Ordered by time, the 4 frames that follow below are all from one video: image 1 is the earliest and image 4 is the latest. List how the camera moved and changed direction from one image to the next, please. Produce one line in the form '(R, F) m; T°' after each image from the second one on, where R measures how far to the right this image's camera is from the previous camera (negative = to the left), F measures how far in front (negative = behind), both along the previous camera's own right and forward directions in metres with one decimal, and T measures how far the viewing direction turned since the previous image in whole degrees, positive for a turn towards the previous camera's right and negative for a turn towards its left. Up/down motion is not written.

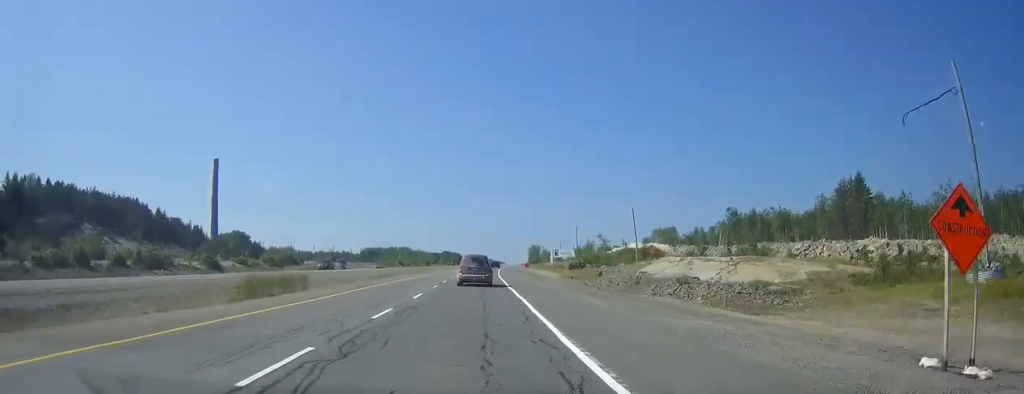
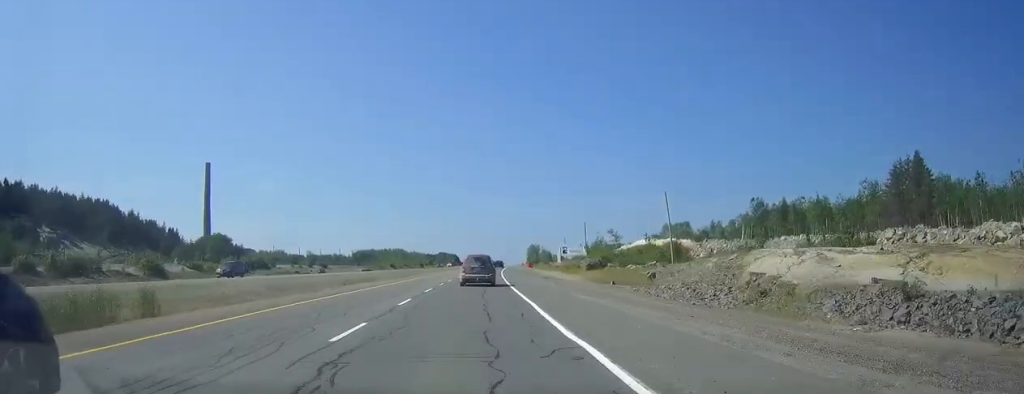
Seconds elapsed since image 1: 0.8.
(0.0, +21.3) m; 0°
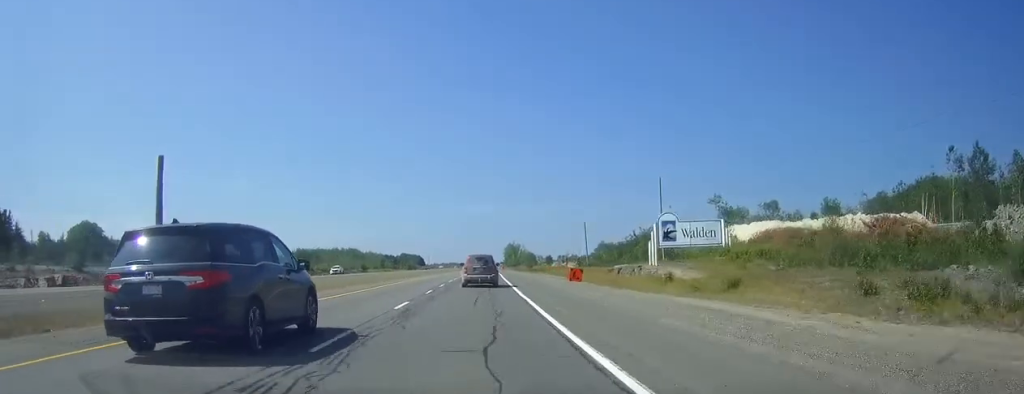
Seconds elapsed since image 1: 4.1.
(+1.3, +94.4) m; +2°
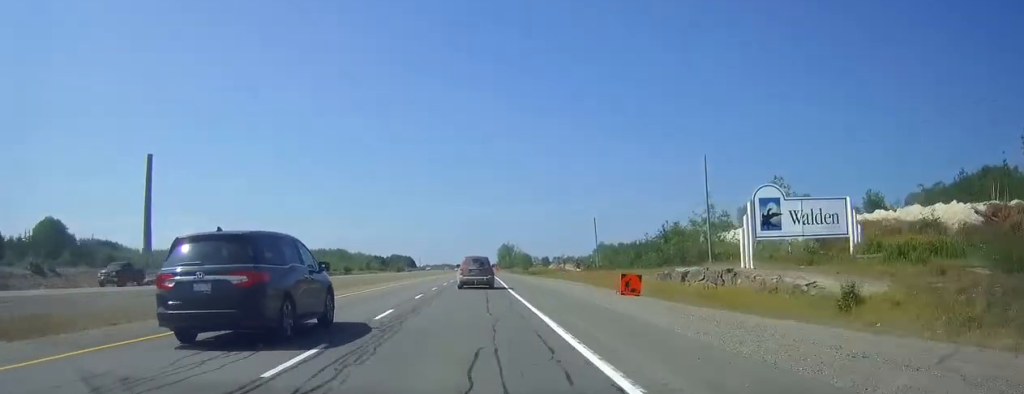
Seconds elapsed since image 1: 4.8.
(+0.1, +19.7) m; +1°
